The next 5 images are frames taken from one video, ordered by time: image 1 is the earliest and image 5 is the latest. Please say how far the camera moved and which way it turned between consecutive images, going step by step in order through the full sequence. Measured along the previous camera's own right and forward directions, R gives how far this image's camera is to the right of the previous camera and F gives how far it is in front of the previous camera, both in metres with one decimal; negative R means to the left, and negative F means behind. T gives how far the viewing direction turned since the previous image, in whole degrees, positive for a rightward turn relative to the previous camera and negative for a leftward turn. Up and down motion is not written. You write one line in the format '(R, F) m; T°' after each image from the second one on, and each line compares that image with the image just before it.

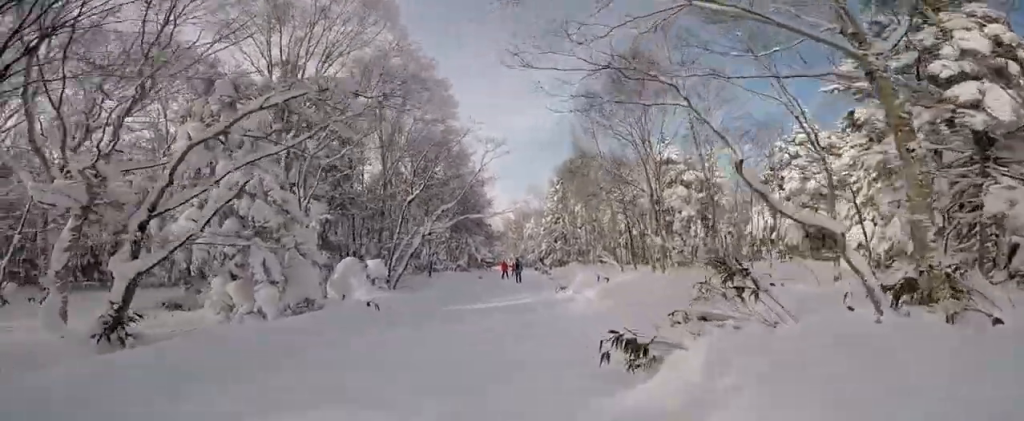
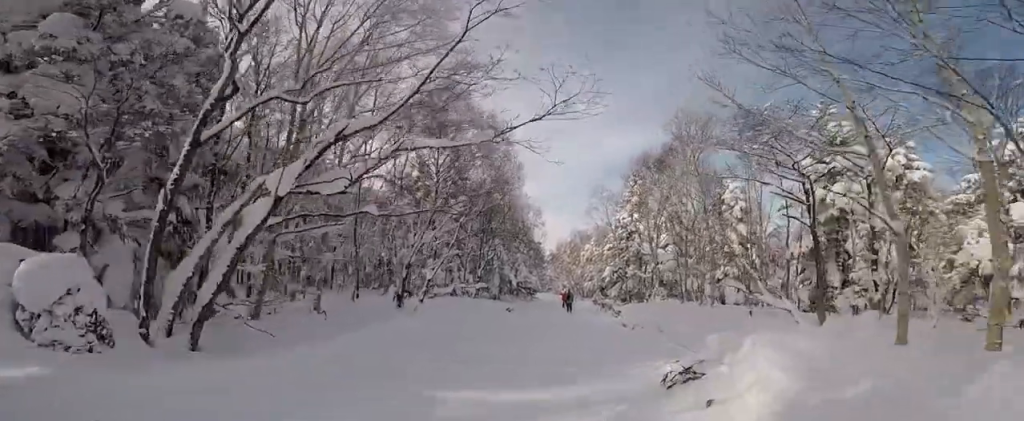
(-1.4, +11.3) m; -8°
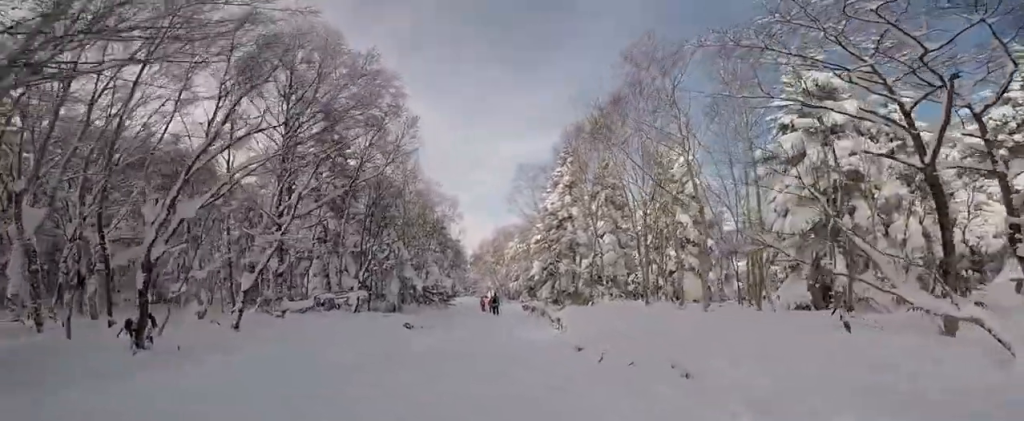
(0.0, +5.8) m; 0°
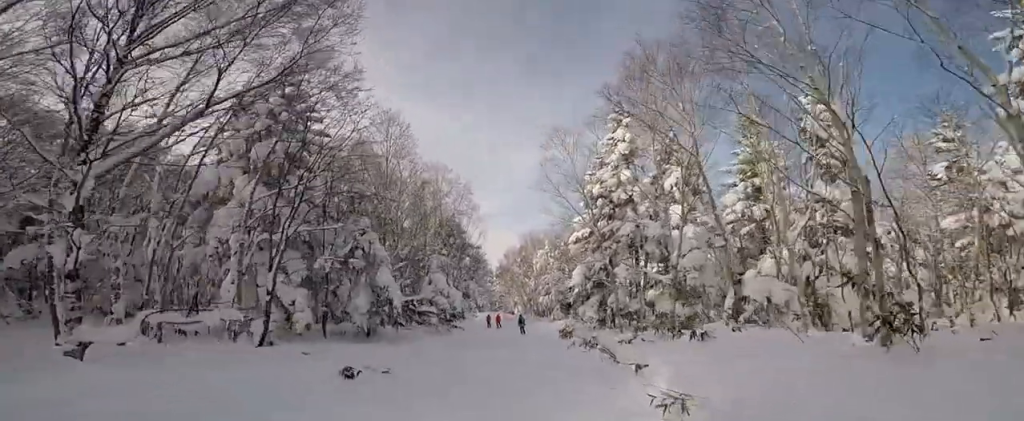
(0.0, +7.5) m; 0°
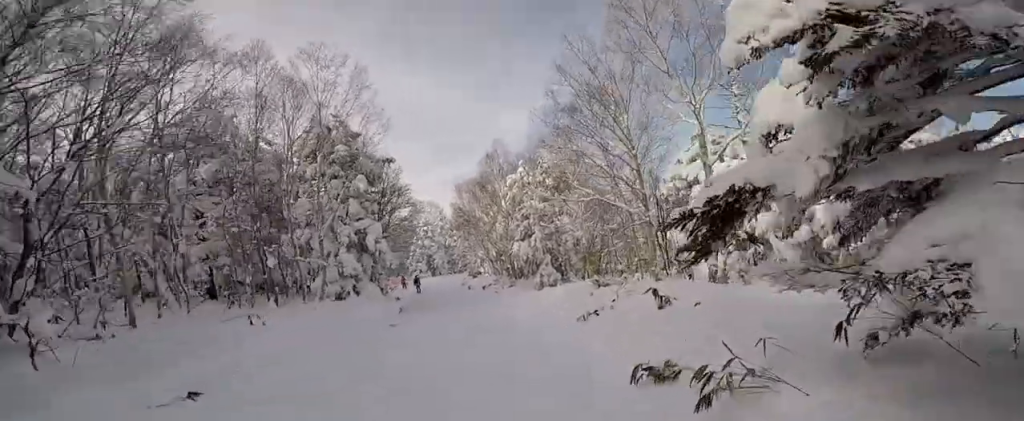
(+2.6, +19.4) m; -1°
